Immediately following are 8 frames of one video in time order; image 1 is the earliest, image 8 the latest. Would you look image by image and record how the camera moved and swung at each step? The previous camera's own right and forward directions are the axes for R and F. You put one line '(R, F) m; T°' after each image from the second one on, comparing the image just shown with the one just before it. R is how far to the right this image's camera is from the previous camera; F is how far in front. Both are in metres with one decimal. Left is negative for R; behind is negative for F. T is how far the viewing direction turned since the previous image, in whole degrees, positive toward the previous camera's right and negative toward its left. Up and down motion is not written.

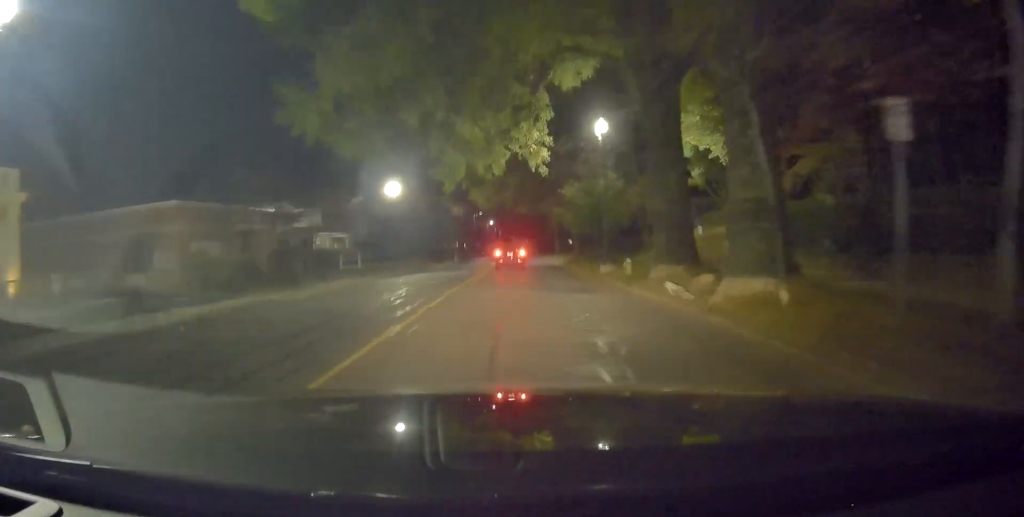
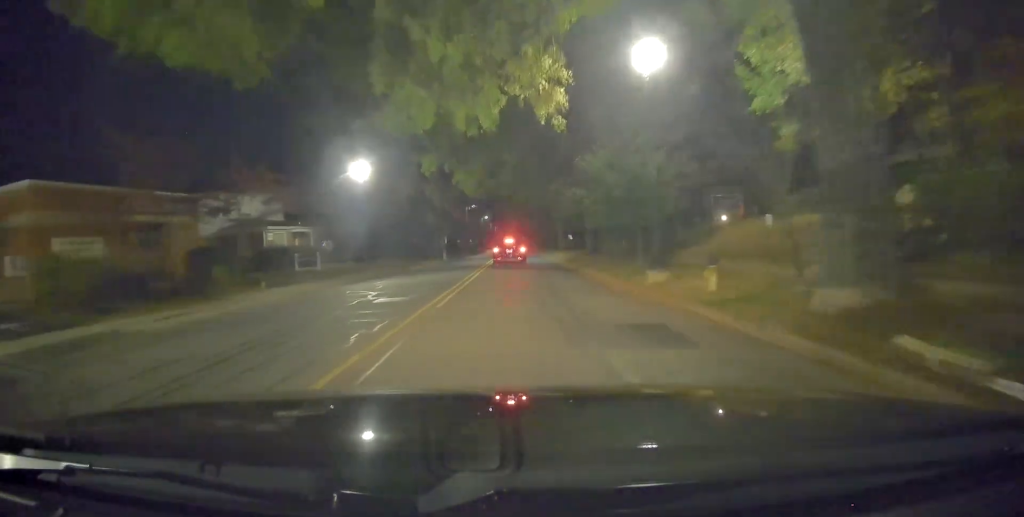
(0.0, +9.7) m; 0°
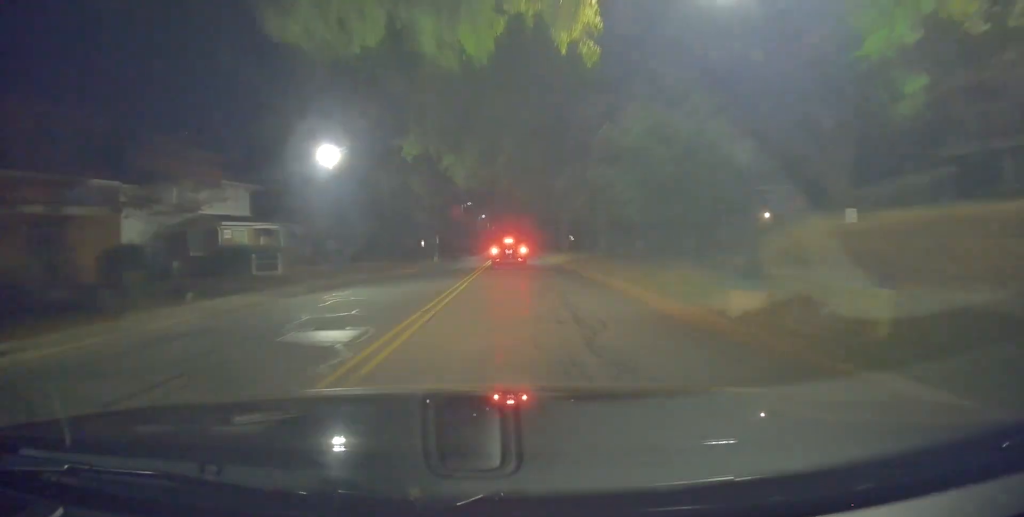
(-0.2, +6.5) m; 0°
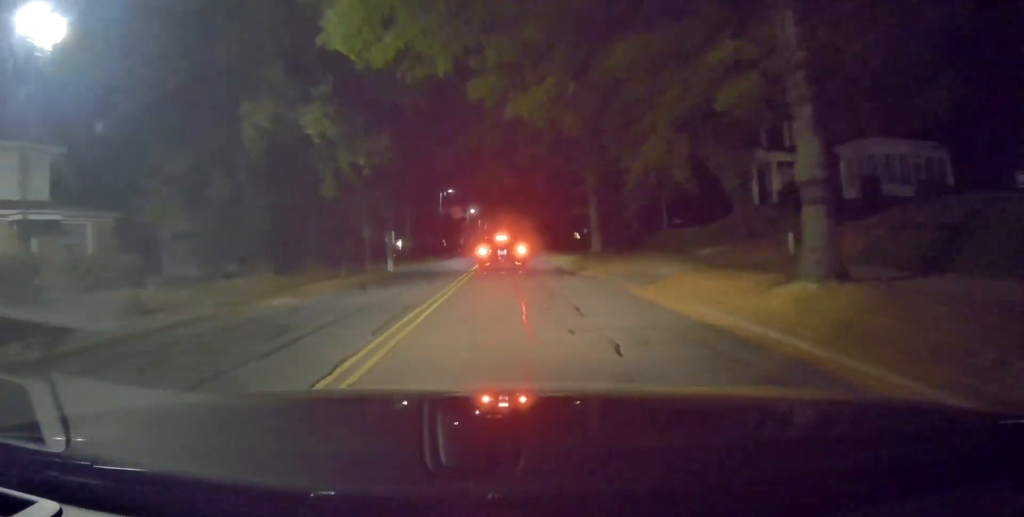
(+0.3, +21.9) m; +1°
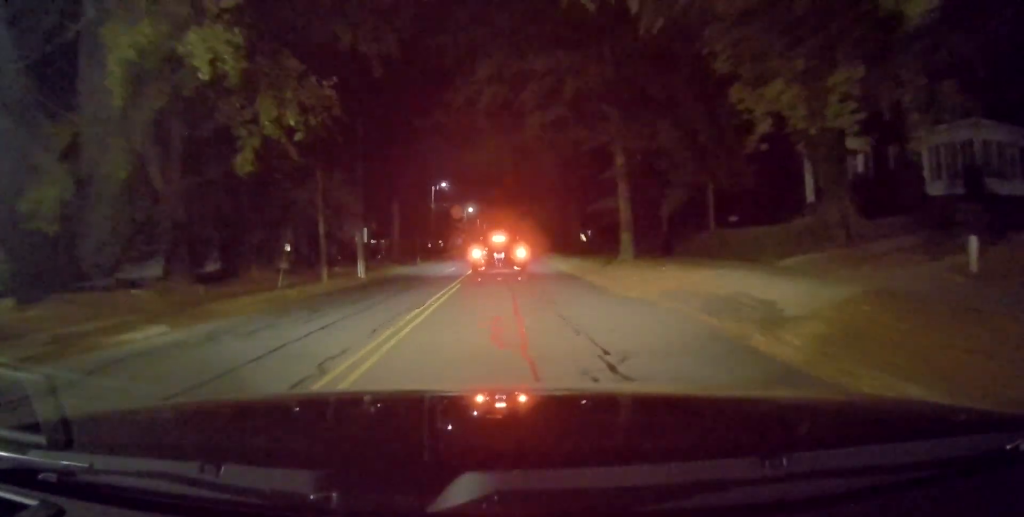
(0.0, +9.0) m; 0°
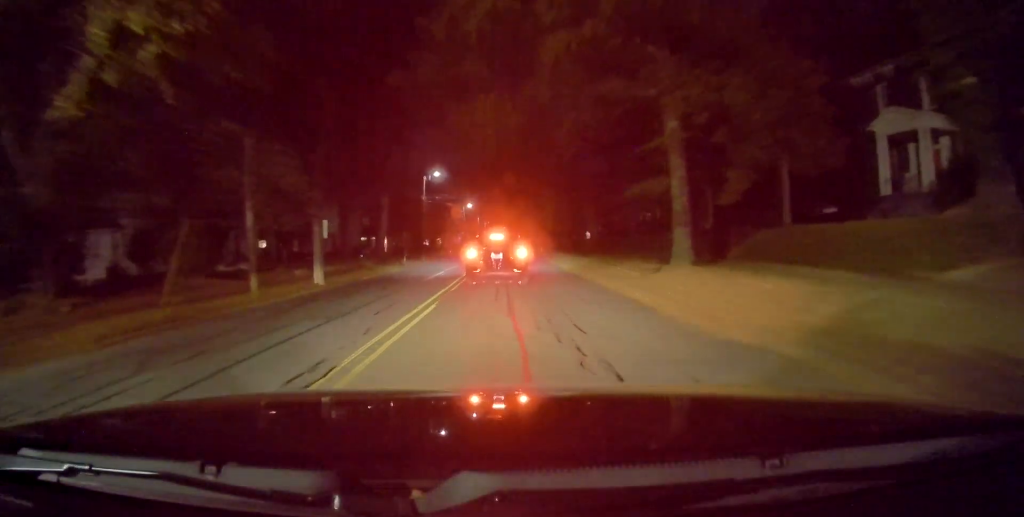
(0.0, +8.3) m; 0°
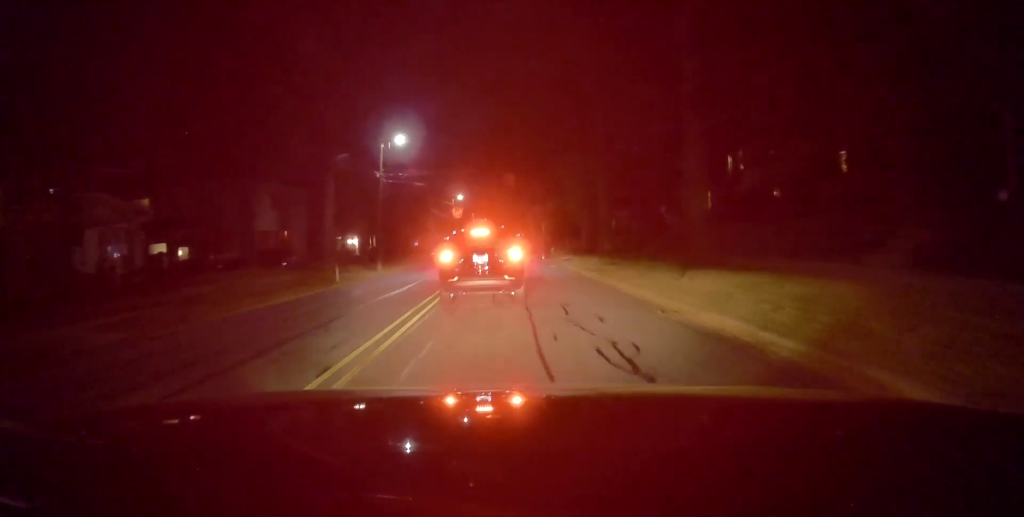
(-0.1, +20.5) m; -1°
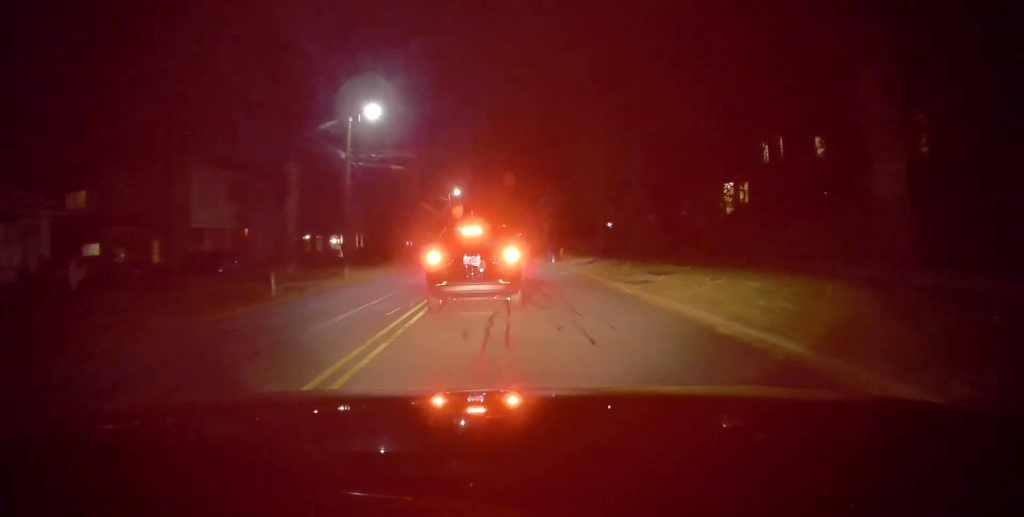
(0.0, +9.3) m; 0°
